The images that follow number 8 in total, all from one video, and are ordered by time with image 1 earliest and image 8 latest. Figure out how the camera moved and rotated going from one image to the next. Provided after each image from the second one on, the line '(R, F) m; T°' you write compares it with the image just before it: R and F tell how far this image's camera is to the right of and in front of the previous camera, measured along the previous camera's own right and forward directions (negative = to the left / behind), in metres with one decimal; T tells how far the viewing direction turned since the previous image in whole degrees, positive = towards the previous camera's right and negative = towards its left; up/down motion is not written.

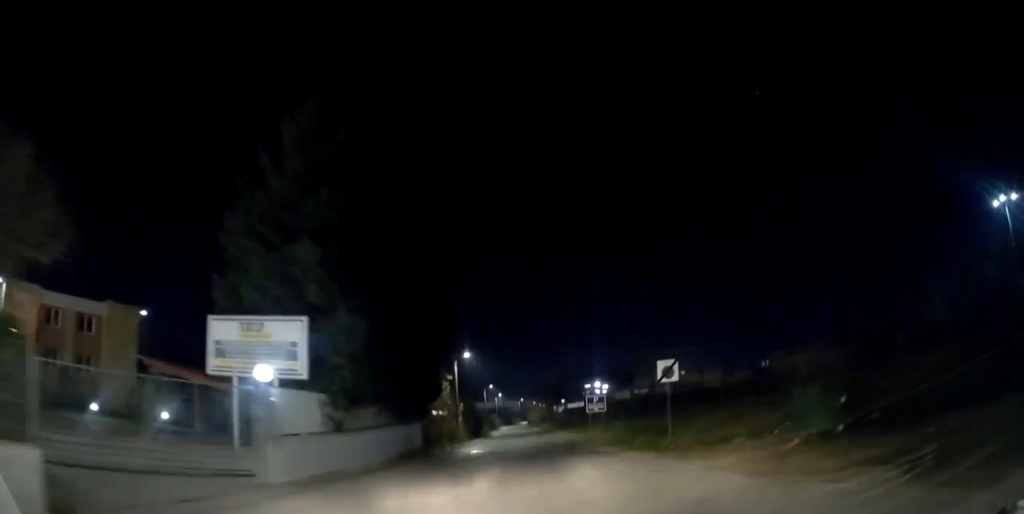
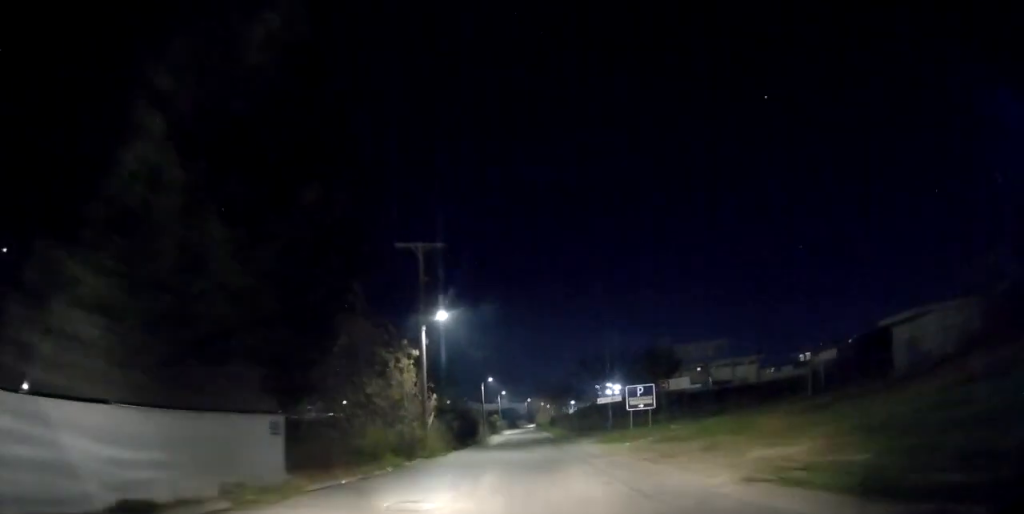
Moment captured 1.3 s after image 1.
(+0.3, +16.9) m; 0°
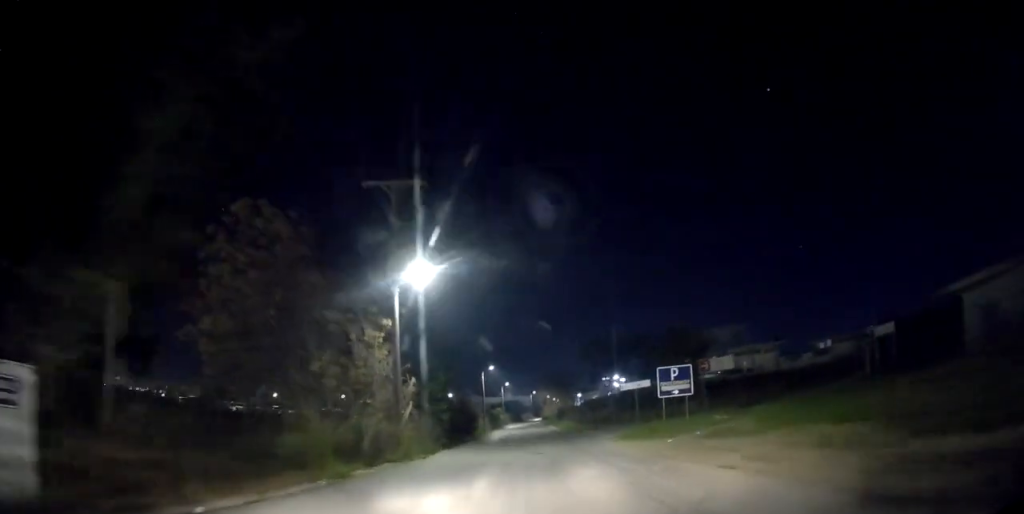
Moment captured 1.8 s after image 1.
(+0.1, +6.8) m; -1°
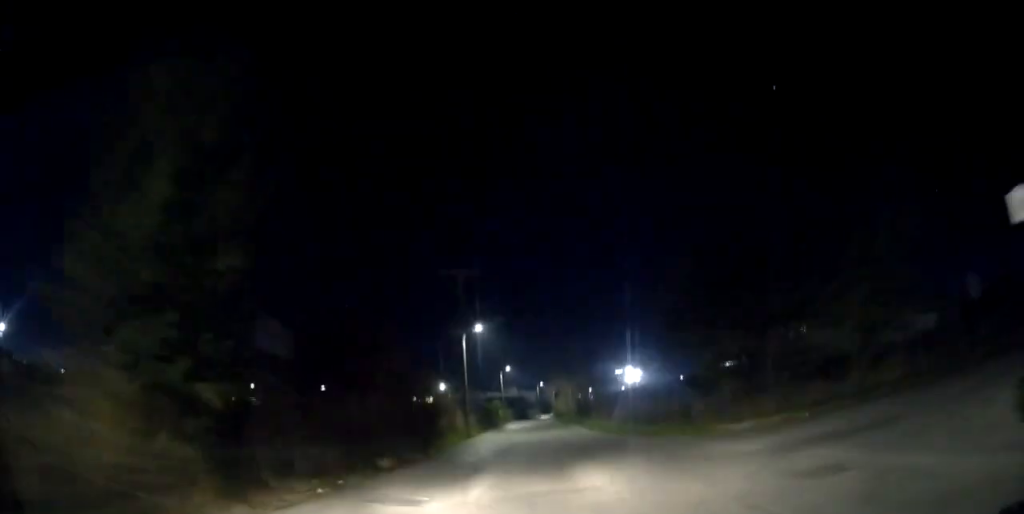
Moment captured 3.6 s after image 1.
(-0.1, +23.1) m; +1°
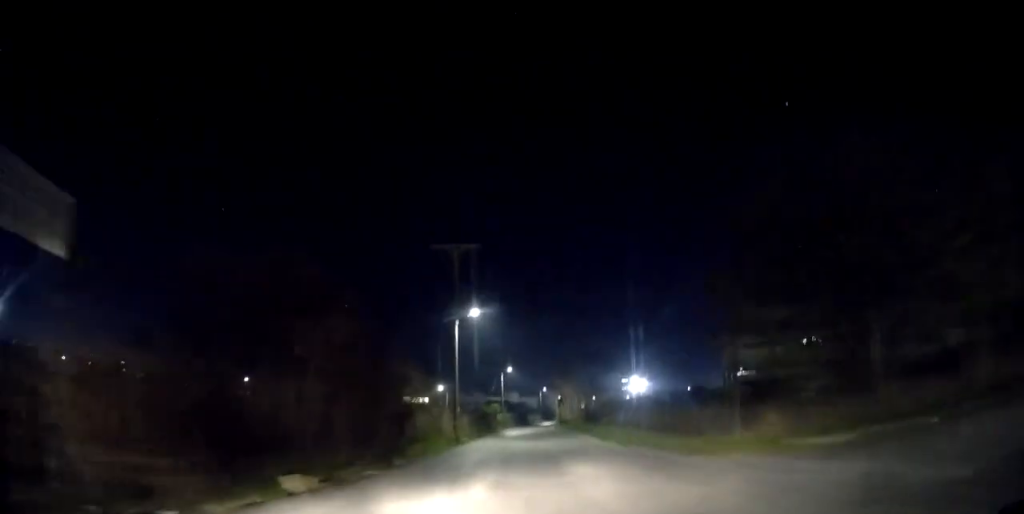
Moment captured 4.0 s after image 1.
(0.0, +6.1) m; -1°
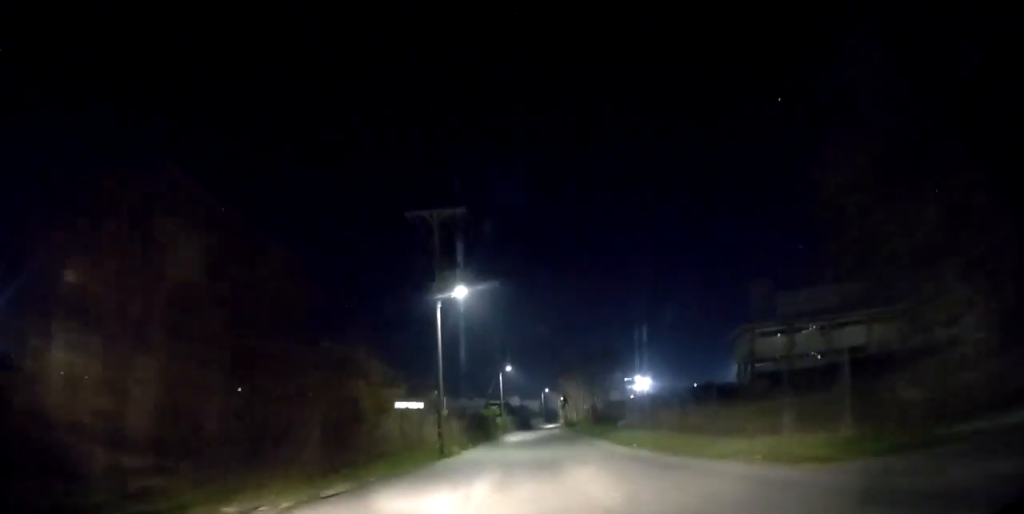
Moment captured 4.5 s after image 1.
(-0.1, +5.6) m; -1°
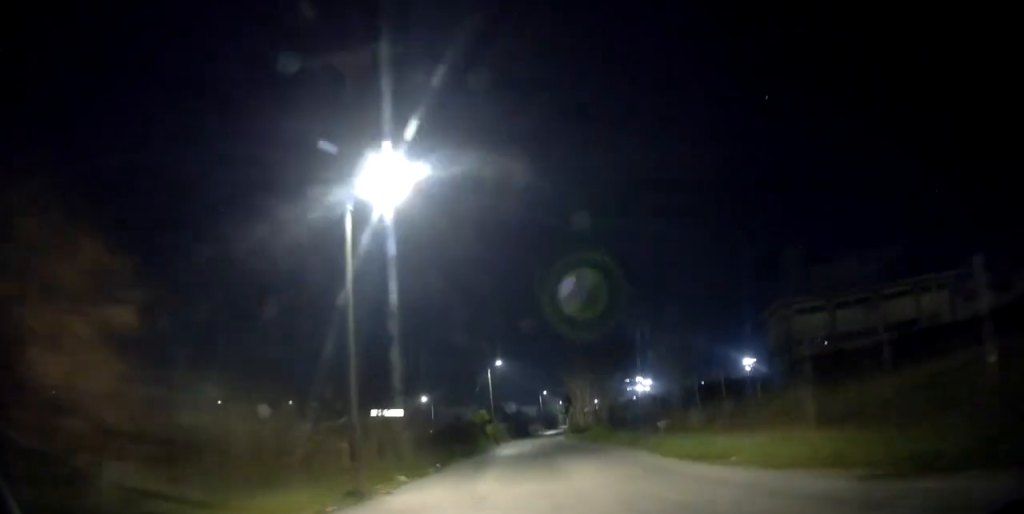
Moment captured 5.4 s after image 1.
(-0.3, +11.6) m; 0°
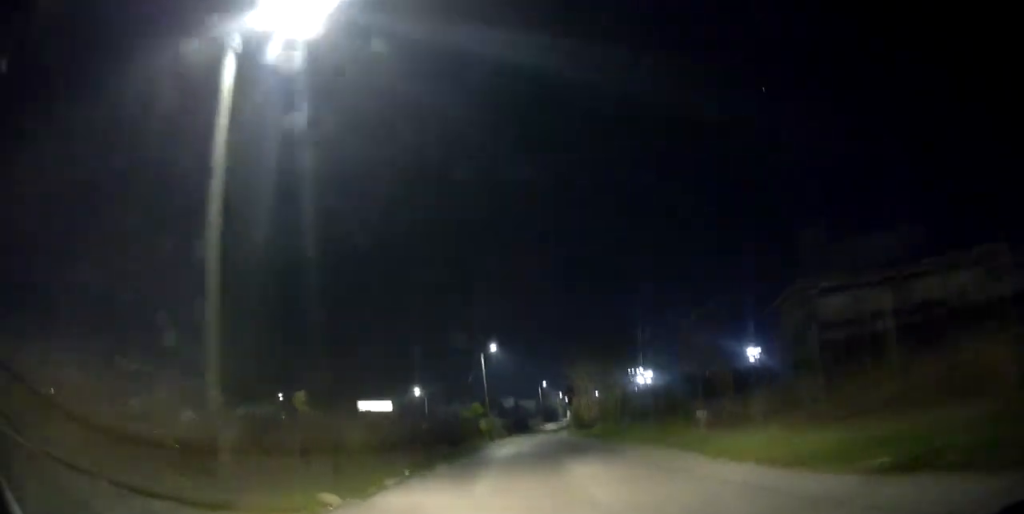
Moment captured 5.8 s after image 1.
(-0.2, +5.6) m; +1°
